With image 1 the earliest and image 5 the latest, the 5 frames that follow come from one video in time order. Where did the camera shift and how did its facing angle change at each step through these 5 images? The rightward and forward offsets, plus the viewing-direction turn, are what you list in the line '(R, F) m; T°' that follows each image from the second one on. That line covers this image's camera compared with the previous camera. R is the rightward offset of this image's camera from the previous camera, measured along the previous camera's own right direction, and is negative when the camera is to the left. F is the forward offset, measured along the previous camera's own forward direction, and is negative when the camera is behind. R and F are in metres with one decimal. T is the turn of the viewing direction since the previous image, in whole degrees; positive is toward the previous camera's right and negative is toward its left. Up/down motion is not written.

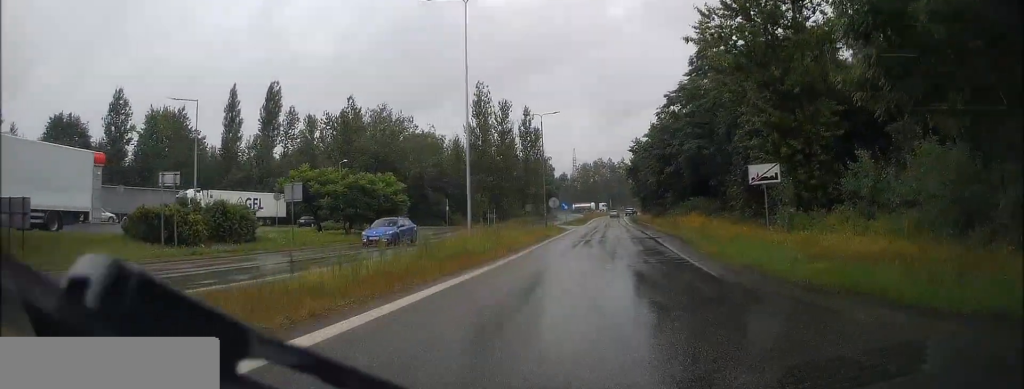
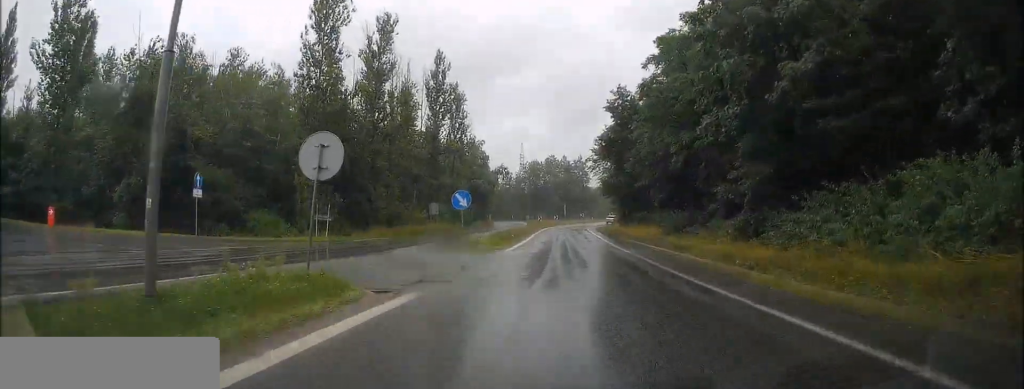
(+2.8, +43.8) m; +5°
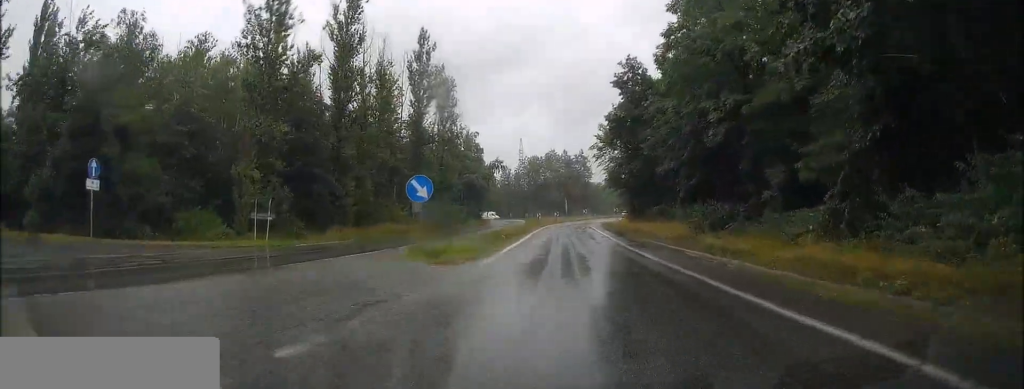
(+0.1, +8.6) m; +1°
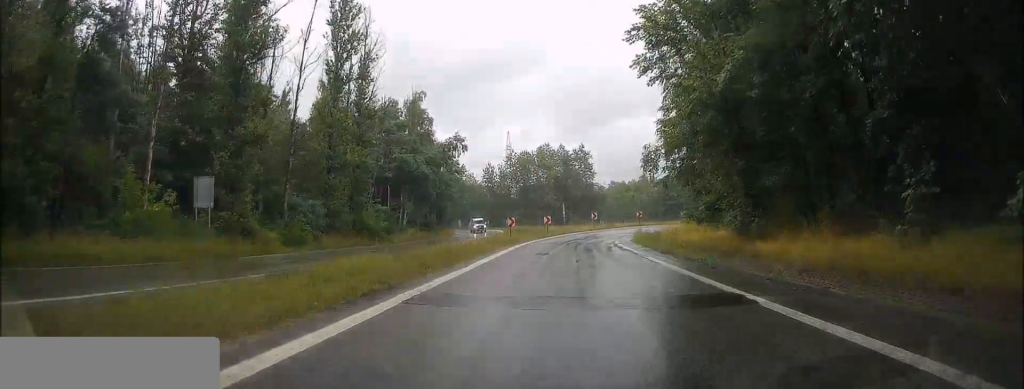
(+1.0, +38.2) m; +2°
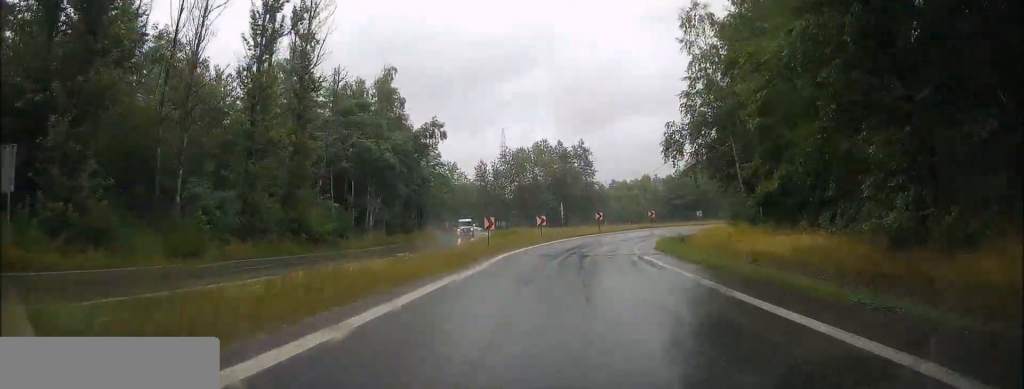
(-0.1, +11.1) m; 0°
